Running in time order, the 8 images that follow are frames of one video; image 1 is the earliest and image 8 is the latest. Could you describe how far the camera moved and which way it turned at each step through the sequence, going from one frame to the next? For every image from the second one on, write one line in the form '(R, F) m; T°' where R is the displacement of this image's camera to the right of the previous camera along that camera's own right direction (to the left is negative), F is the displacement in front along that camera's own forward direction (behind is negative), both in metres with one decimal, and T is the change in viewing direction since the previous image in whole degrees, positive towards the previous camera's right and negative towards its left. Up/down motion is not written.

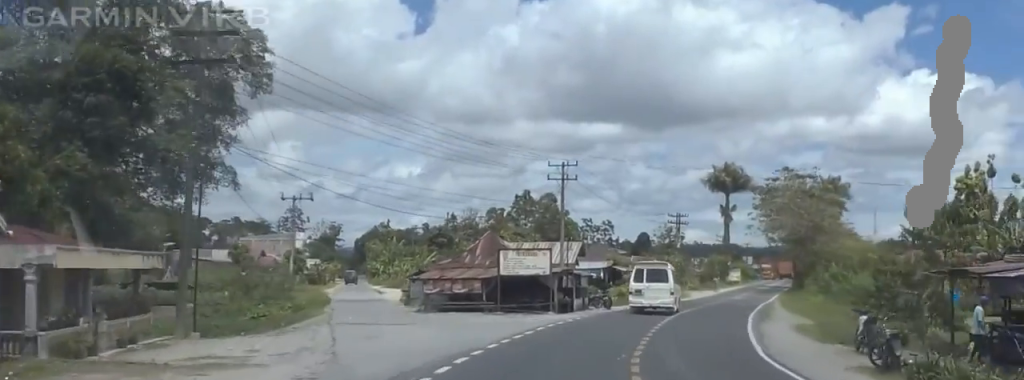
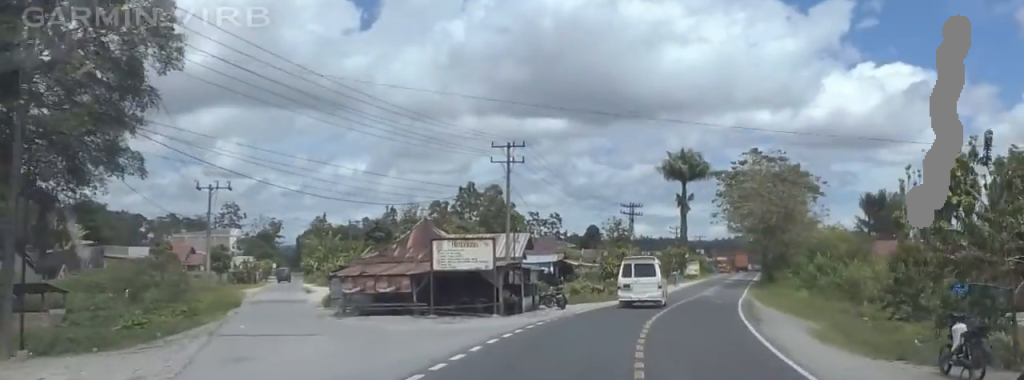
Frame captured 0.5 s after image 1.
(+0.9, +7.8) m; +6°
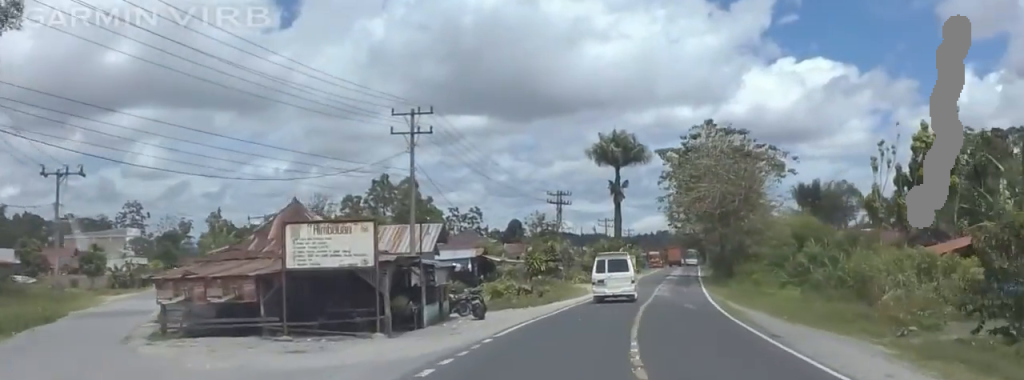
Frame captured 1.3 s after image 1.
(+0.5, +11.8) m; +2°
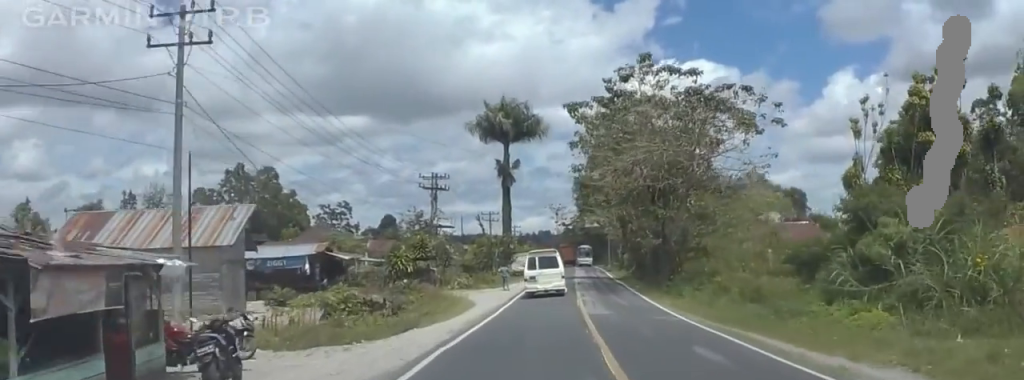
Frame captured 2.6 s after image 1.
(-0.2, +19.7) m; -1°
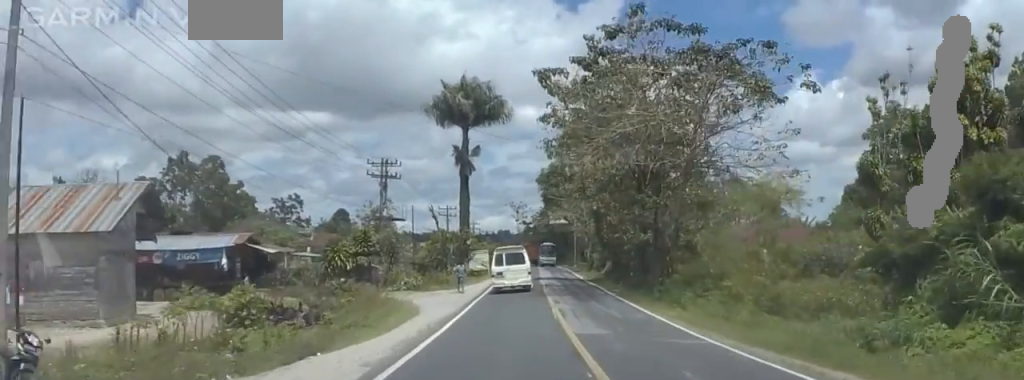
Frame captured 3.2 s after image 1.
(0.0, +8.4) m; +4°
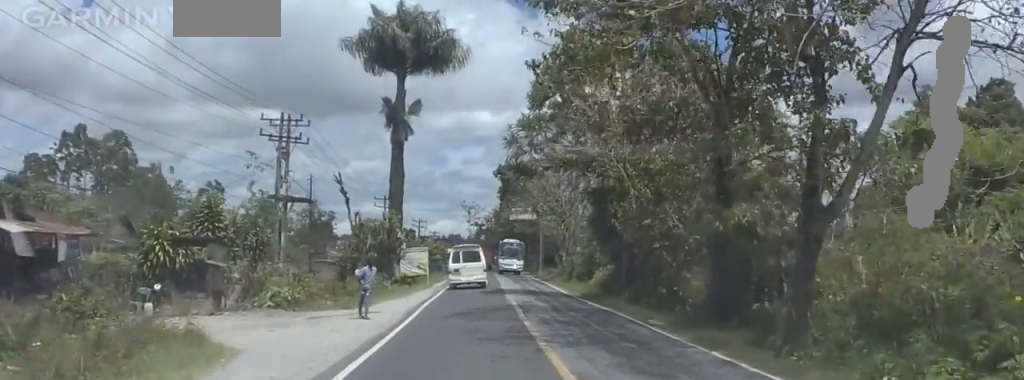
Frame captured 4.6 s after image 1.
(+2.1, +20.6) m; +8°
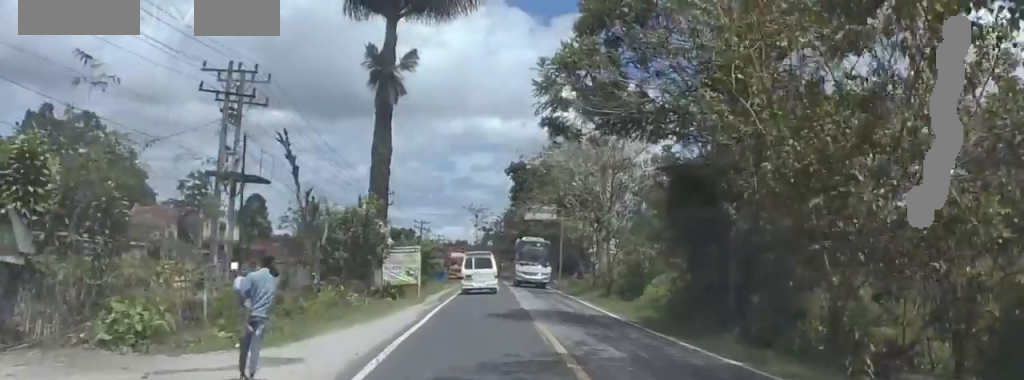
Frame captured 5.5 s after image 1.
(-0.3, +13.3) m; -4°
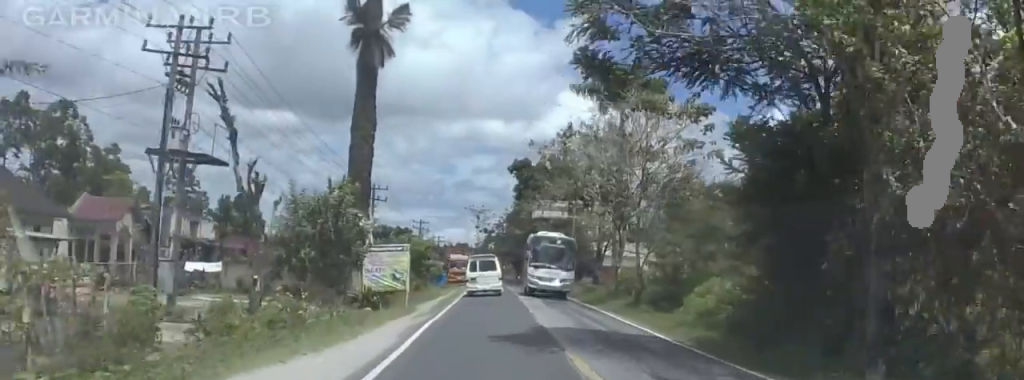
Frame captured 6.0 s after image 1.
(-0.2, +7.1) m; -1°
